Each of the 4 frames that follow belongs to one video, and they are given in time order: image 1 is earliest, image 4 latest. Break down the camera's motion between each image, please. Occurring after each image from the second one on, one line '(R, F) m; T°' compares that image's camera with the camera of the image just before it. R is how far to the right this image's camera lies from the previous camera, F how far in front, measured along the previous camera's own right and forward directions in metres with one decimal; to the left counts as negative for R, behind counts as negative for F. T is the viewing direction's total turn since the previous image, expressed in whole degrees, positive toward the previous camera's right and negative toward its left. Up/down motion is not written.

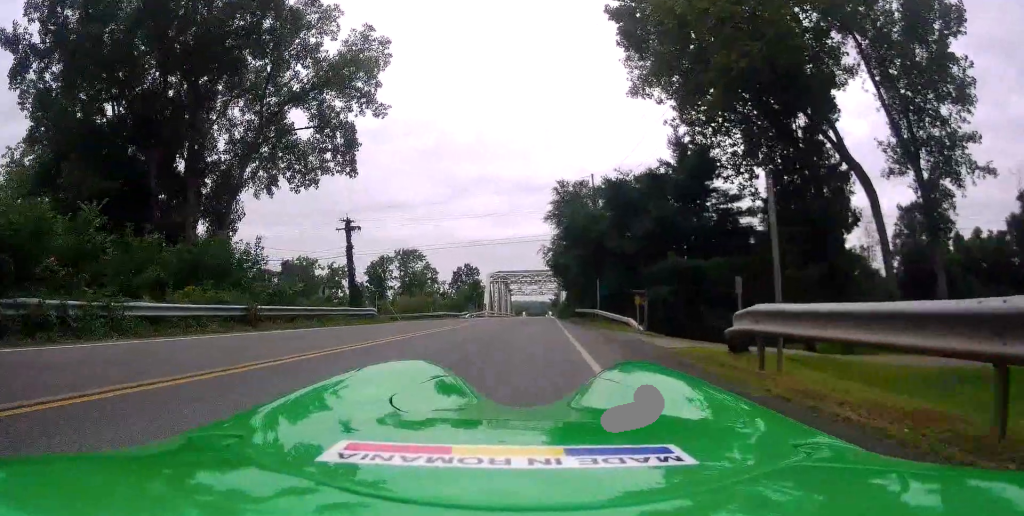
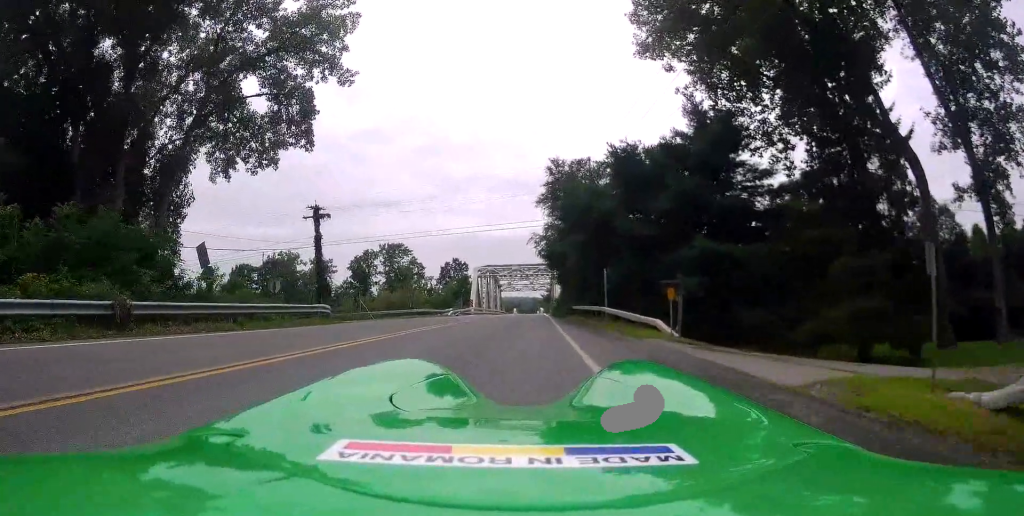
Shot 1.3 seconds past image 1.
(-0.2, +6.3) m; 0°
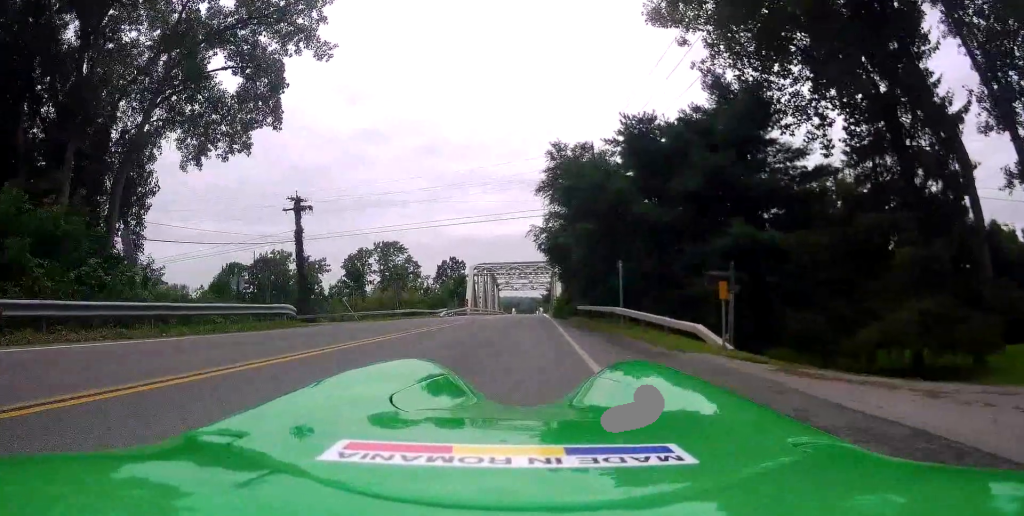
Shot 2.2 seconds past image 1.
(+0.2, +4.1) m; +3°
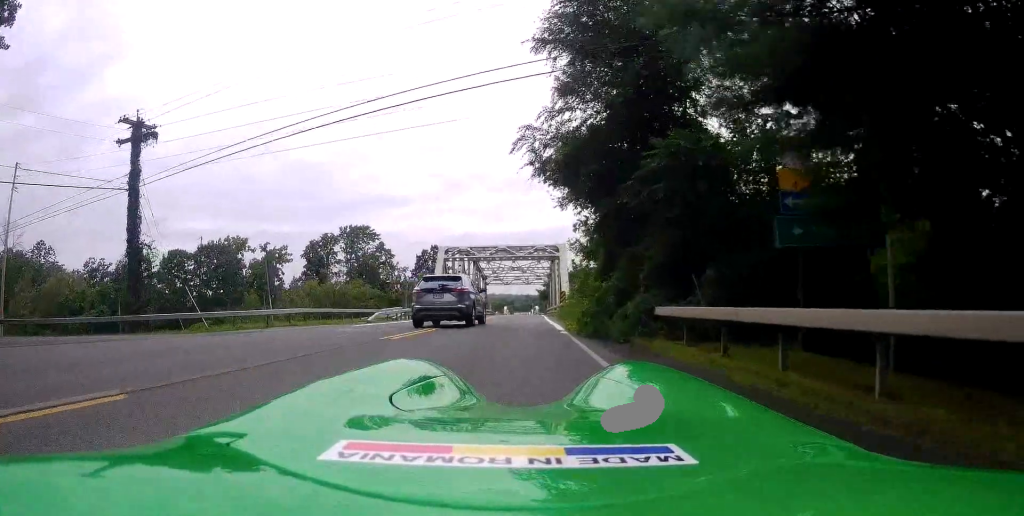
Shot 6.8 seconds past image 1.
(-1.2, +20.6) m; -1°
